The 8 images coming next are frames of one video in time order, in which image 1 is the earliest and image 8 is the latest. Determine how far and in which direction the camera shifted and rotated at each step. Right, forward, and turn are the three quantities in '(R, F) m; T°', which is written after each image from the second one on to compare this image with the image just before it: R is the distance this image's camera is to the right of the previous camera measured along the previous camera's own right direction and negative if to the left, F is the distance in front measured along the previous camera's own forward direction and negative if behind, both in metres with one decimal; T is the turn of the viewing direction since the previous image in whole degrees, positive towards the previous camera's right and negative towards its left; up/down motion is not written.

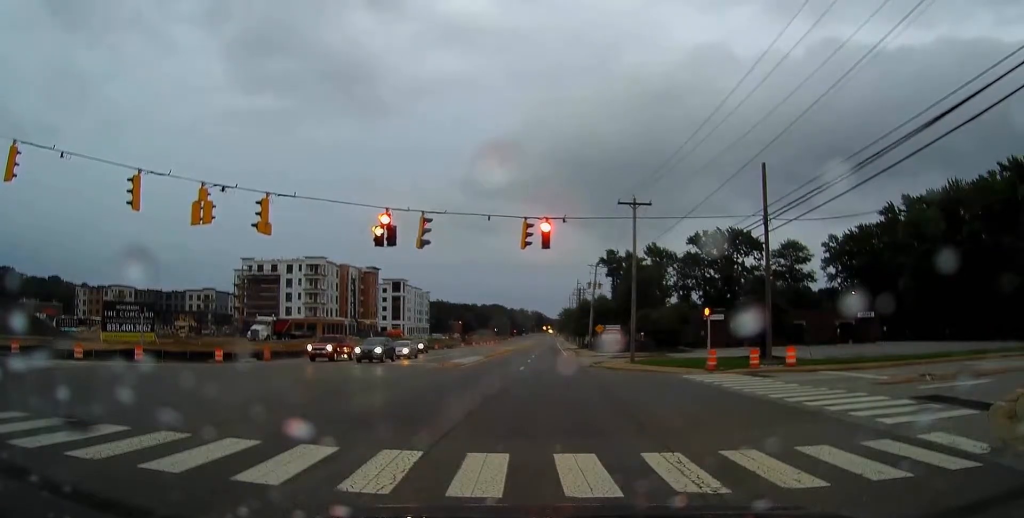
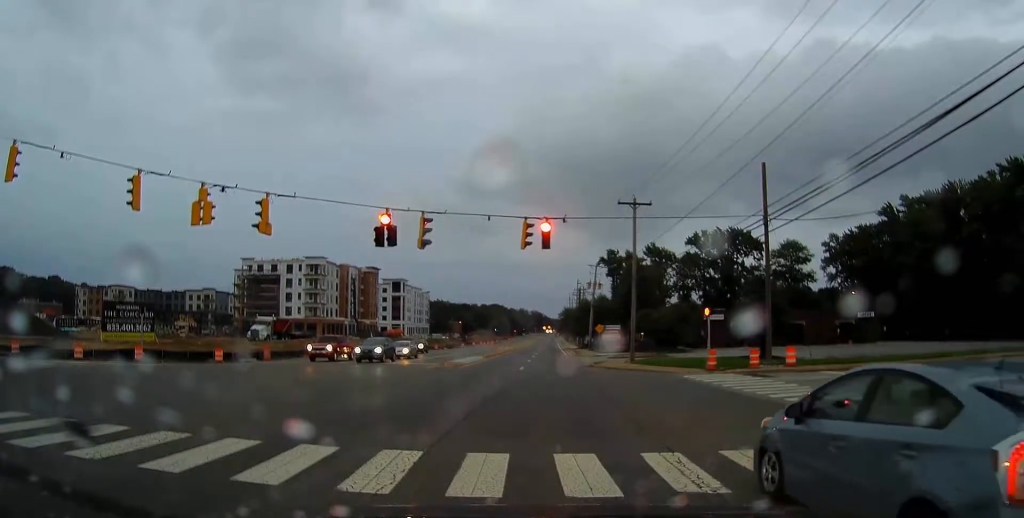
(+0.3, 0.0) m; 0°
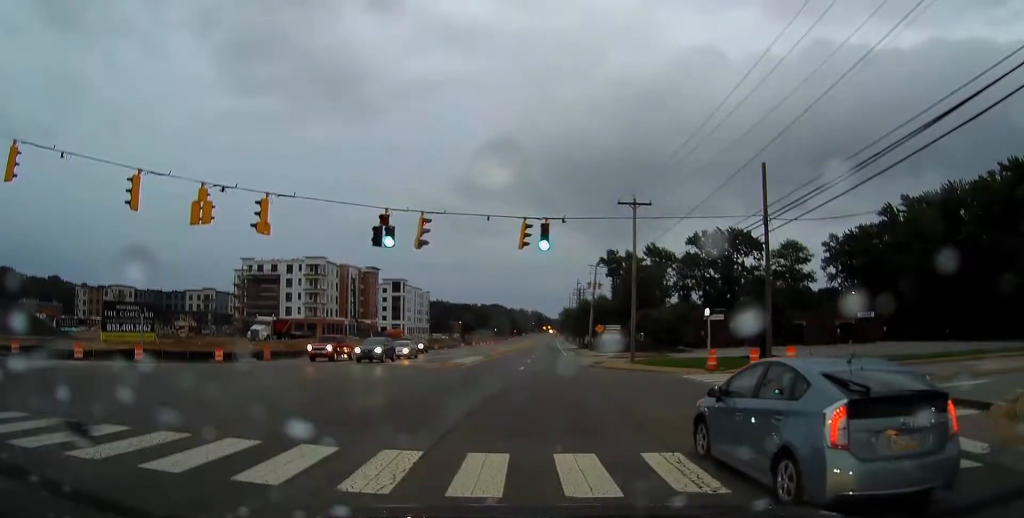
(-0.2, 0.0) m; 0°
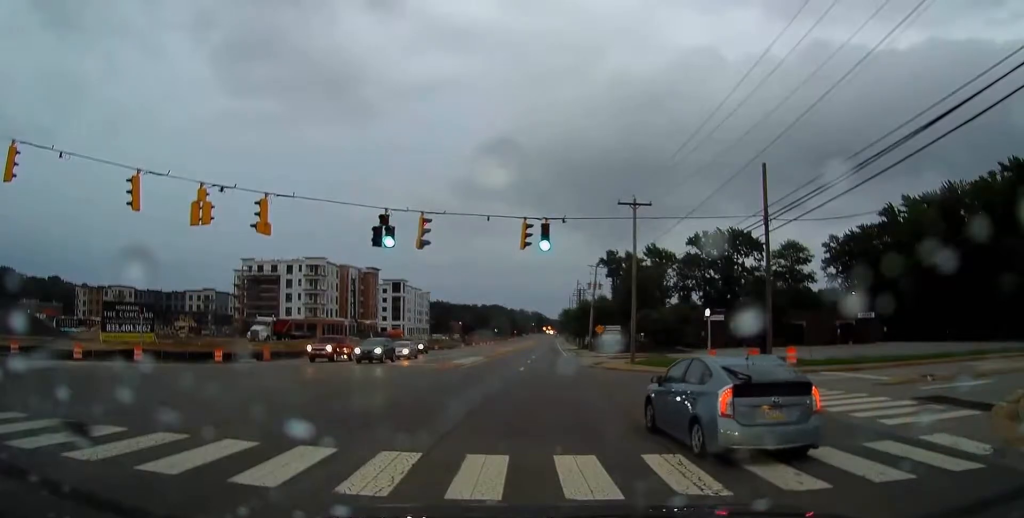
(-0.2, +0.2) m; 0°
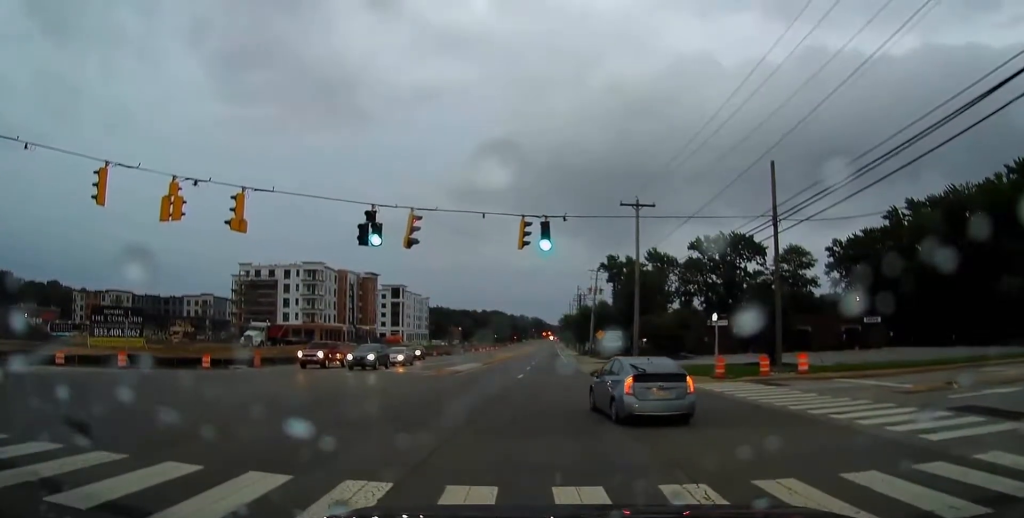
(-0.1, +1.1) m; 0°
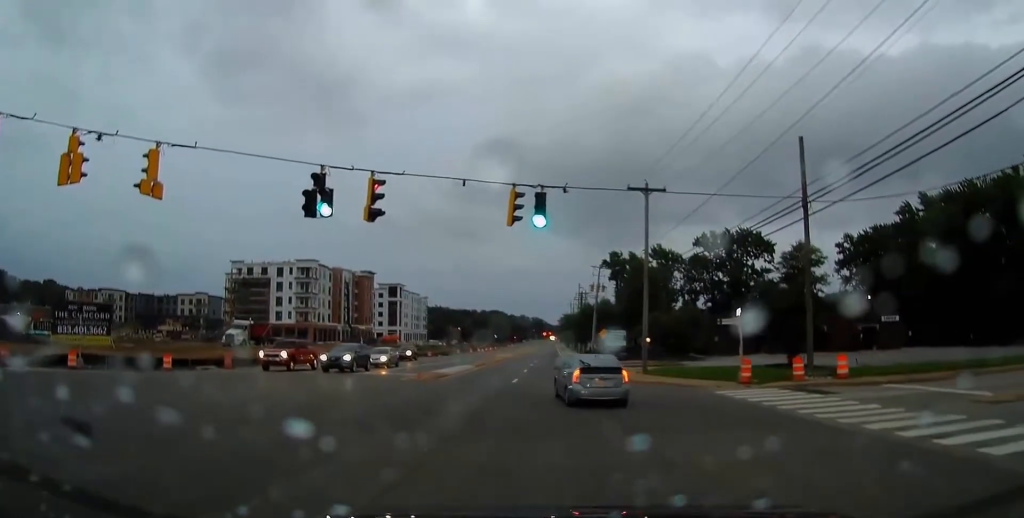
(0.0, +1.5) m; +1°
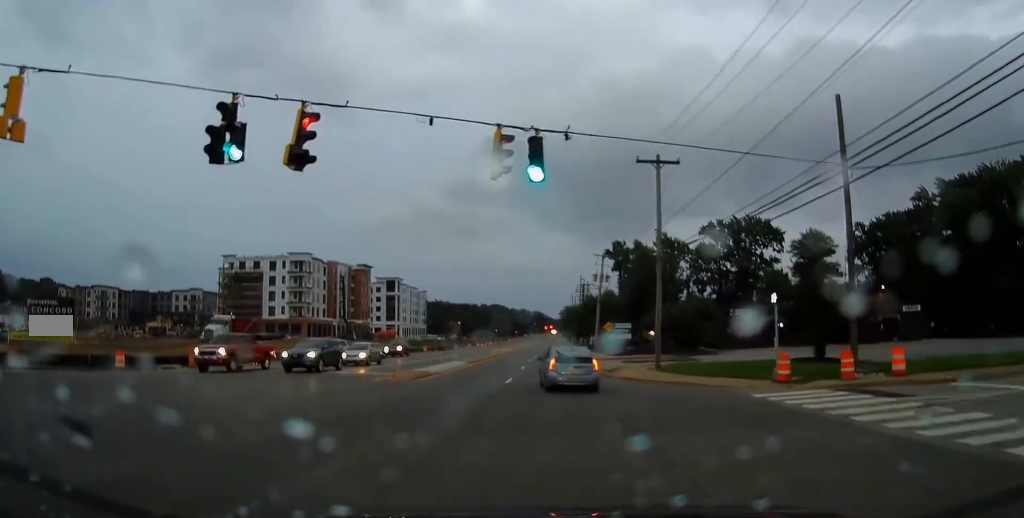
(0.0, +1.3) m; +3°
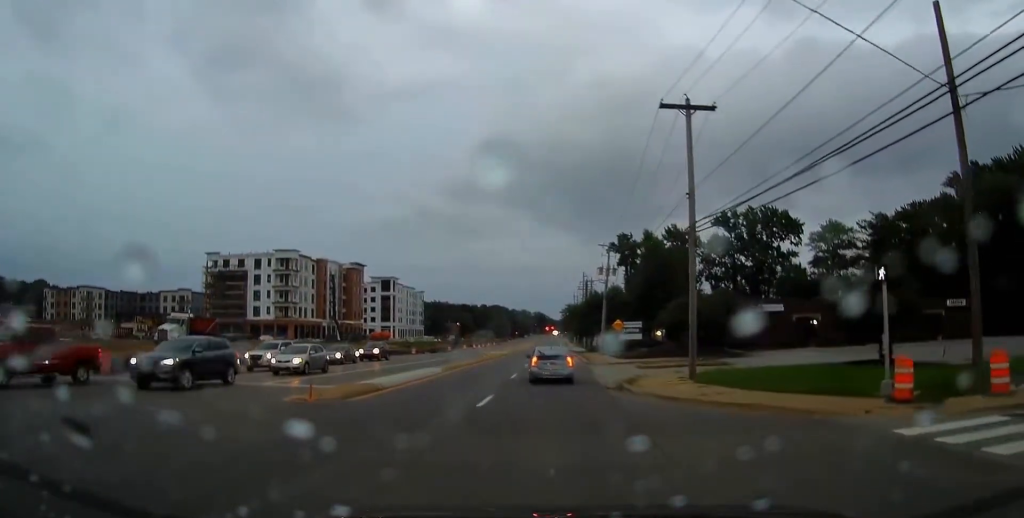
(0.0, +6.4) m; -1°
